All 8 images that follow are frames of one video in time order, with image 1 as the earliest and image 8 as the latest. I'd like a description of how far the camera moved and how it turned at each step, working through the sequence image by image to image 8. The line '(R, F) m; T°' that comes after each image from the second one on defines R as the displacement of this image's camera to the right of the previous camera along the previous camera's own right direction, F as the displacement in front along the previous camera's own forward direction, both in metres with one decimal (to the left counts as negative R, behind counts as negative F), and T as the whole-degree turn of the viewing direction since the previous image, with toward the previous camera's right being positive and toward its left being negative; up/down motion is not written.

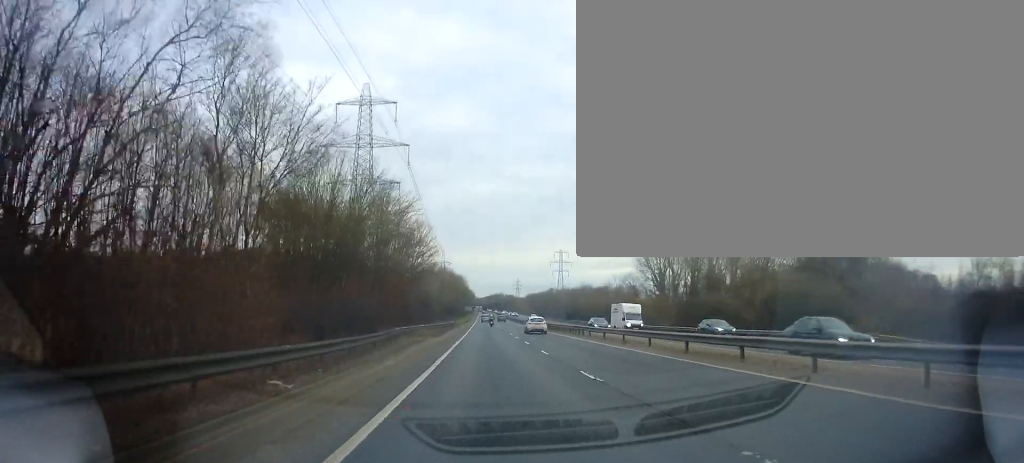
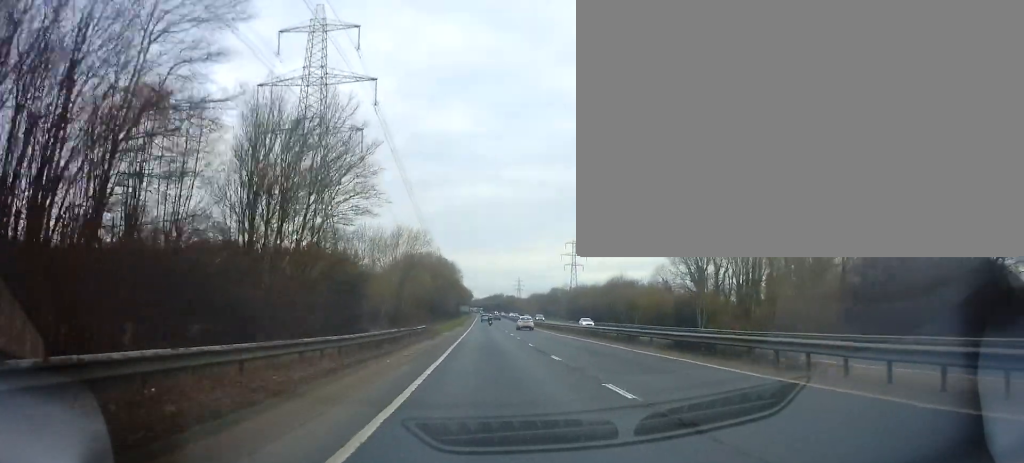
(0.0, +38.4) m; +1°
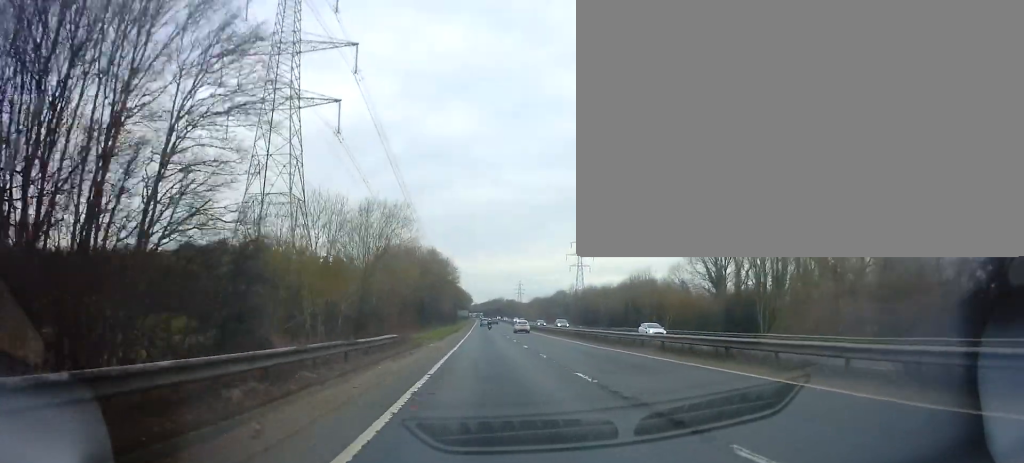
(+0.1, +14.6) m; 0°
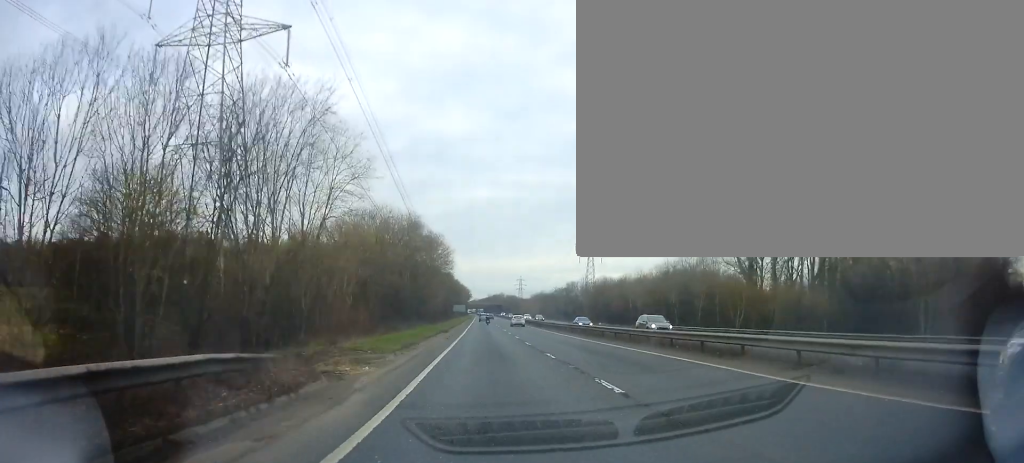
(0.0, +20.4) m; 0°
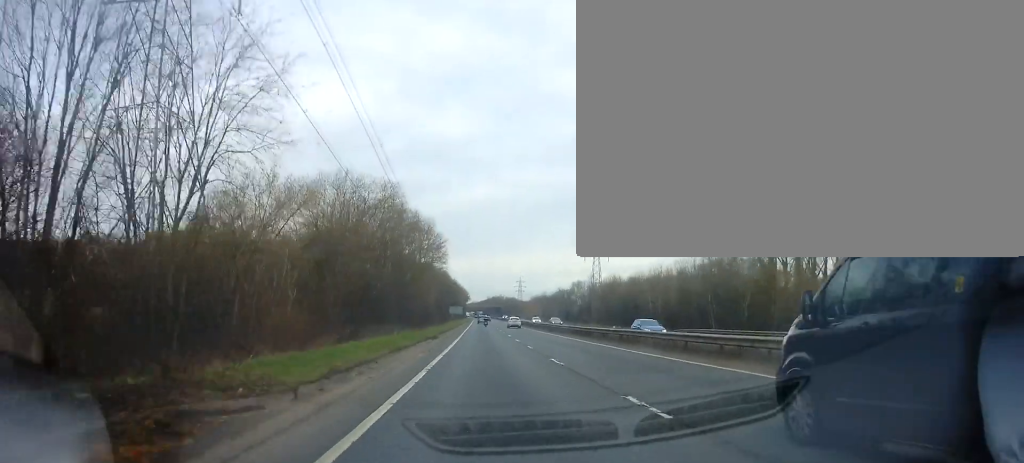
(-0.1, +11.5) m; 0°
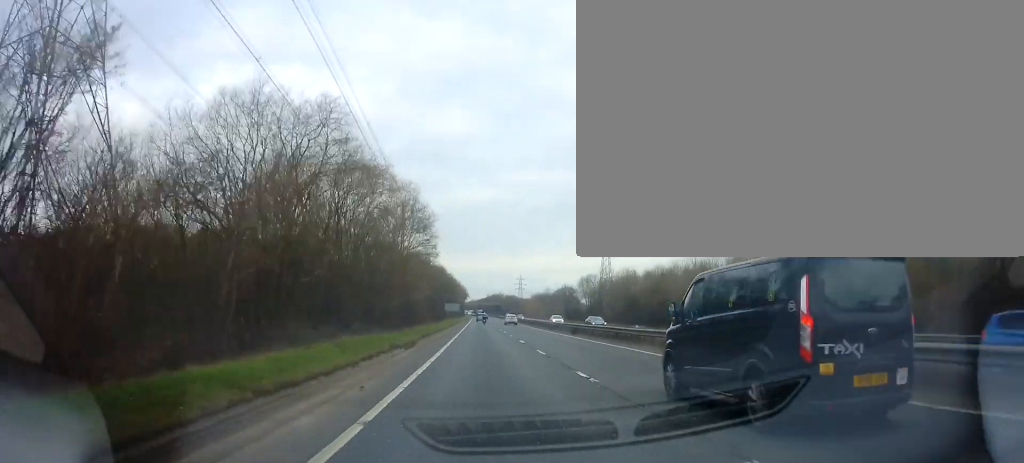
(0.0, +14.0) m; 0°
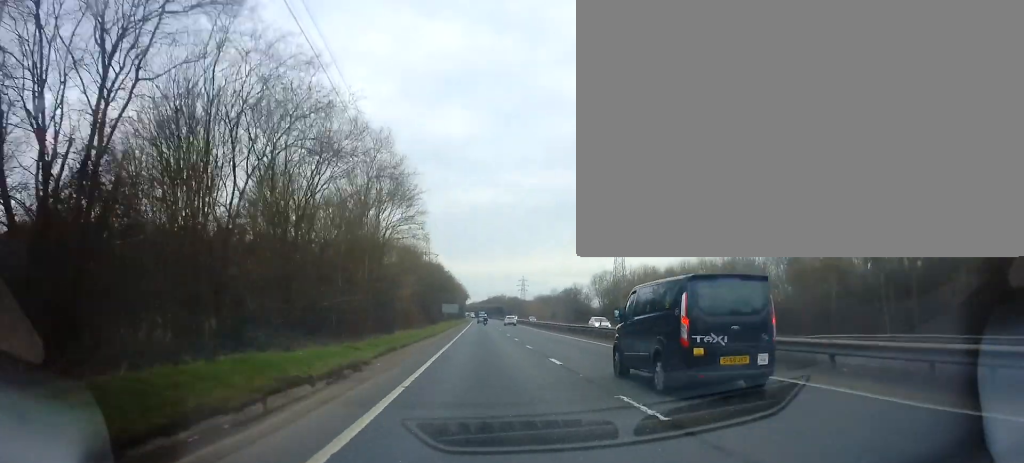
(0.0, +13.2) m; 0°
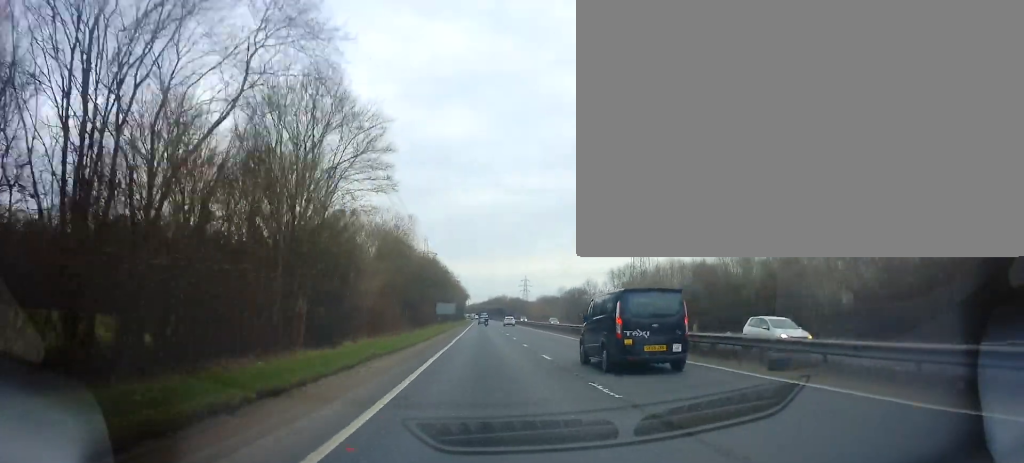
(0.0, +15.7) m; 0°
